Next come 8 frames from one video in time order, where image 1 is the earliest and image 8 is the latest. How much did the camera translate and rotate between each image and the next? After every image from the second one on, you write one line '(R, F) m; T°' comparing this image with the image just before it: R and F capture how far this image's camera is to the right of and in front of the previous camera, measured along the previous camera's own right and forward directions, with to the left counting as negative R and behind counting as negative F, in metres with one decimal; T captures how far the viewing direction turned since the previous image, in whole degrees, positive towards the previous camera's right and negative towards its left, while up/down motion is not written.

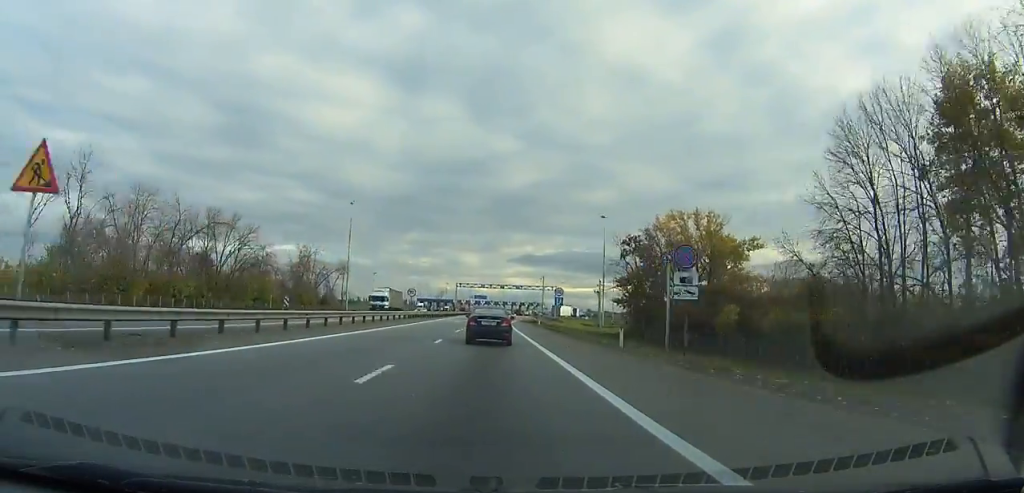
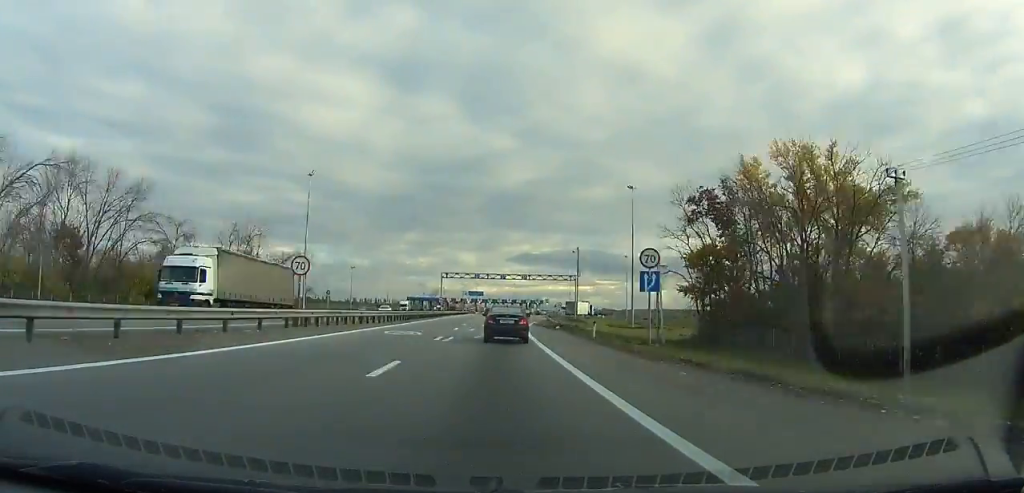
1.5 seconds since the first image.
(-0.6, +34.5) m; 0°
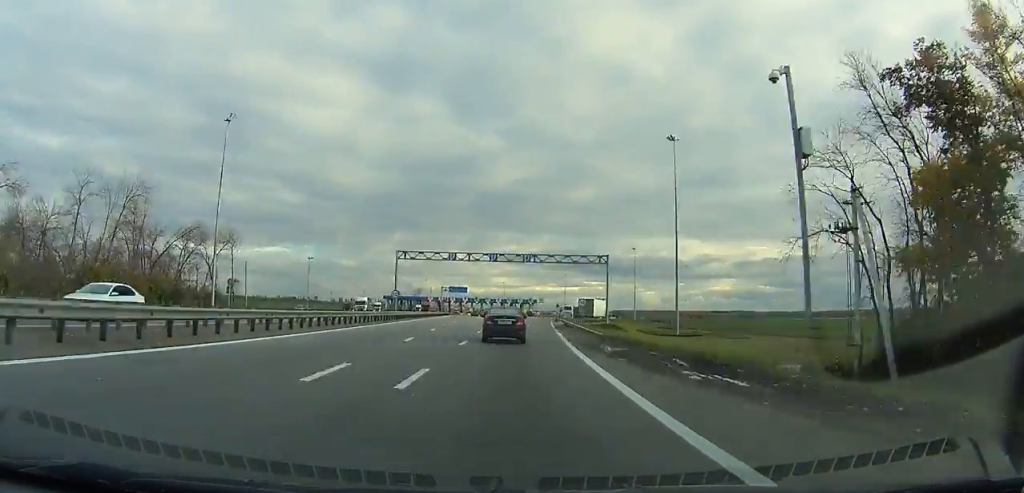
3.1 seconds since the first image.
(-0.5, +36.6) m; 0°
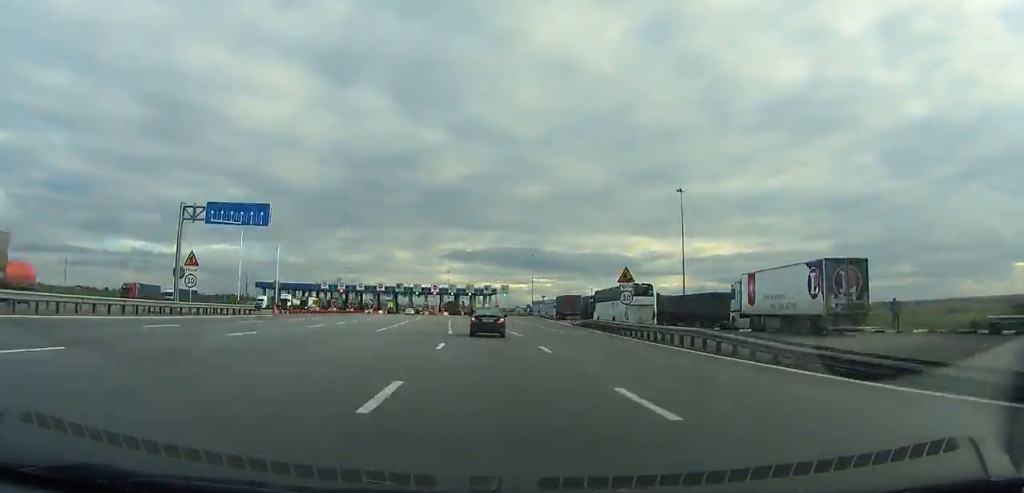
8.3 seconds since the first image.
(+3.2, +110.4) m; +3°
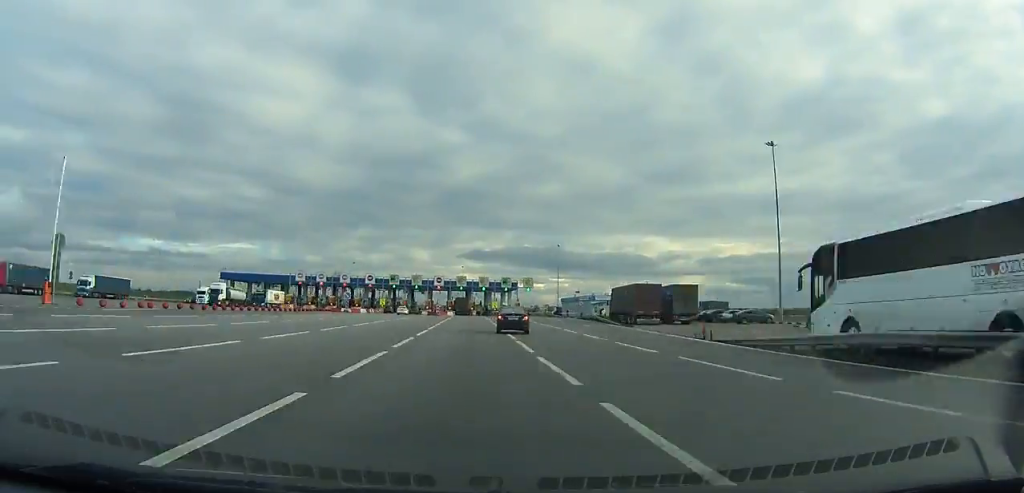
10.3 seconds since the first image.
(+0.4, +38.2) m; +1°
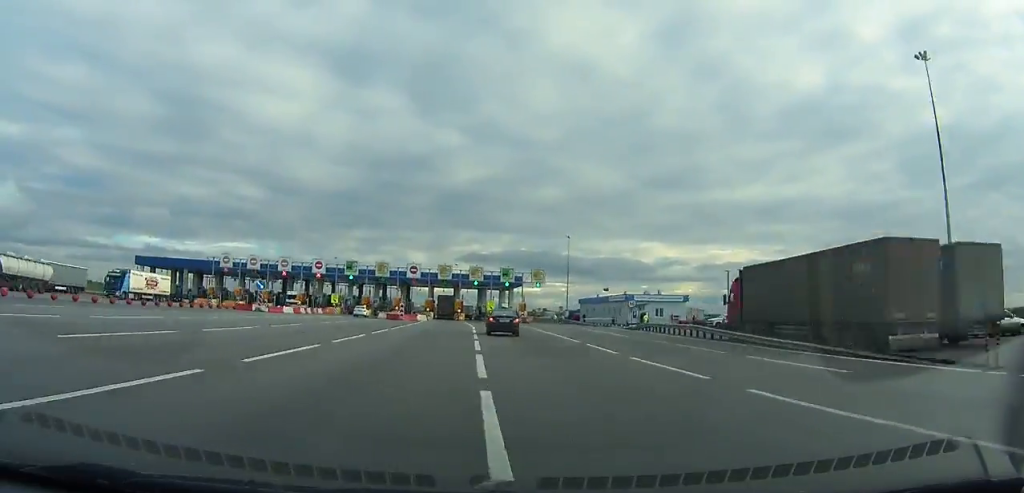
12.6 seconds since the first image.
(+0.2, +40.5) m; 0°
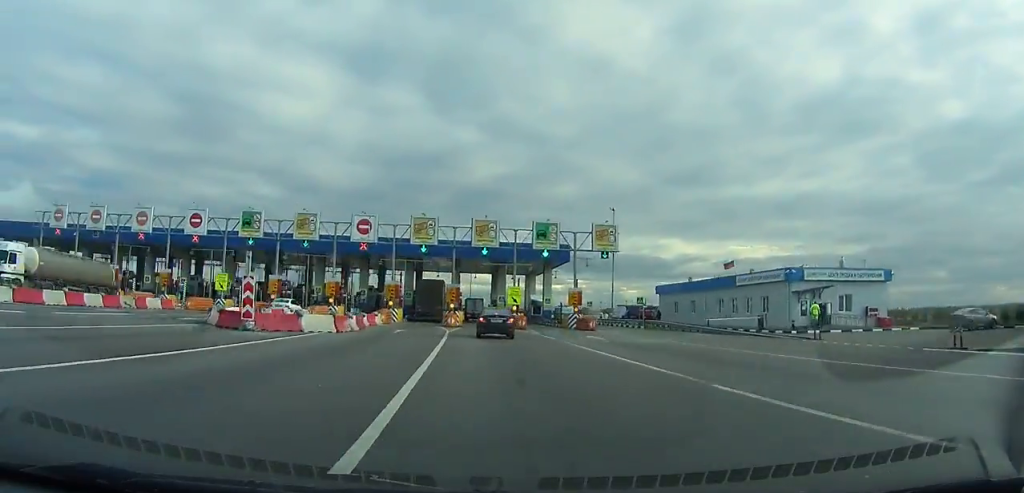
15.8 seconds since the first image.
(0.0, +47.1) m; -1°
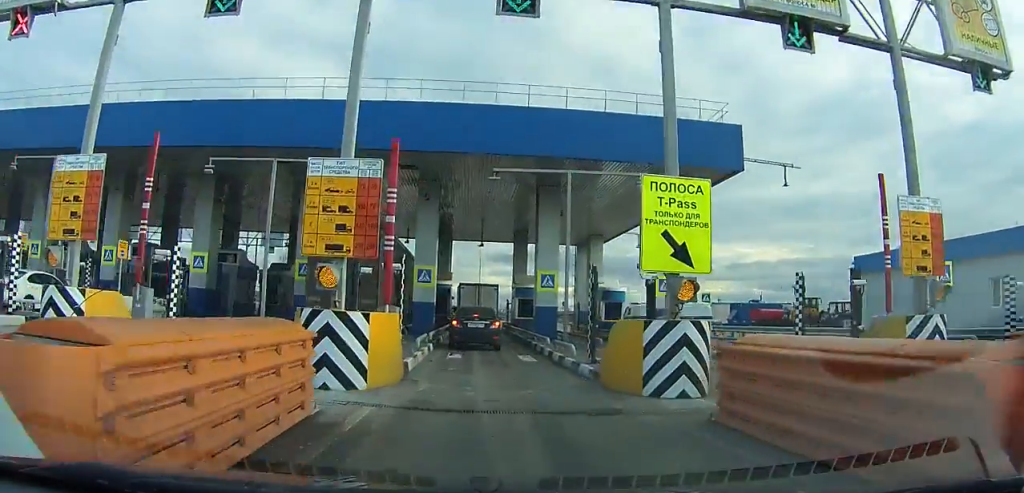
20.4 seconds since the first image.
(-1.0, +47.0) m; -2°
